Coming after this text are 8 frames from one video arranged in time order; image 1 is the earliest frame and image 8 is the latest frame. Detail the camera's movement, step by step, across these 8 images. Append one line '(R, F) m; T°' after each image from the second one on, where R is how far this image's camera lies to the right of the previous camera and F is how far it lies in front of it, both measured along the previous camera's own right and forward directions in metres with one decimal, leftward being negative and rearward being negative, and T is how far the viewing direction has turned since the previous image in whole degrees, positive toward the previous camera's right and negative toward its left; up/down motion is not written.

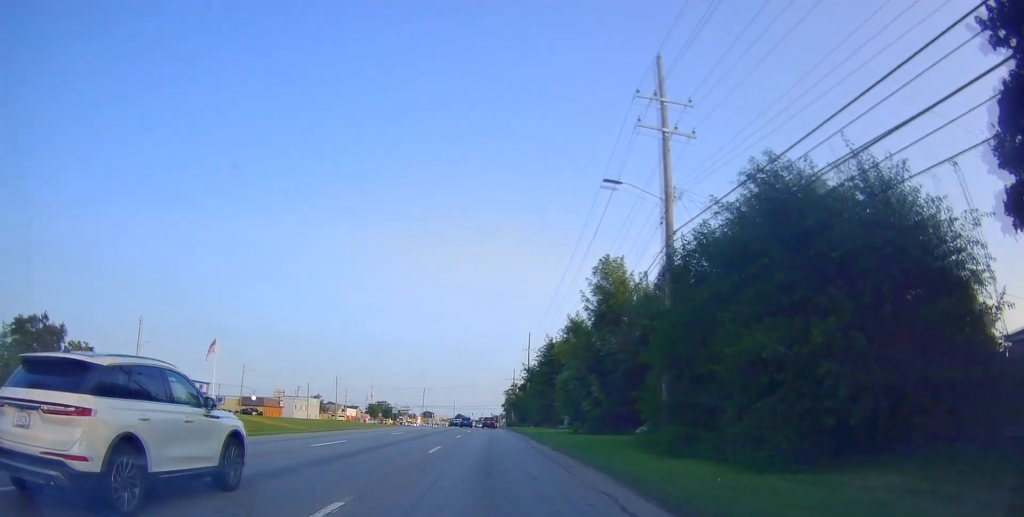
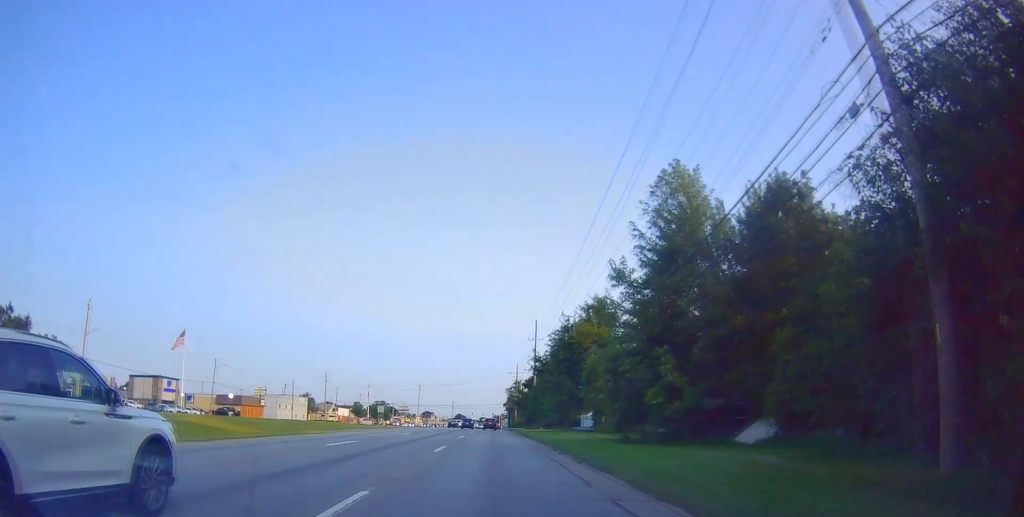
(+0.5, +14.0) m; +1°
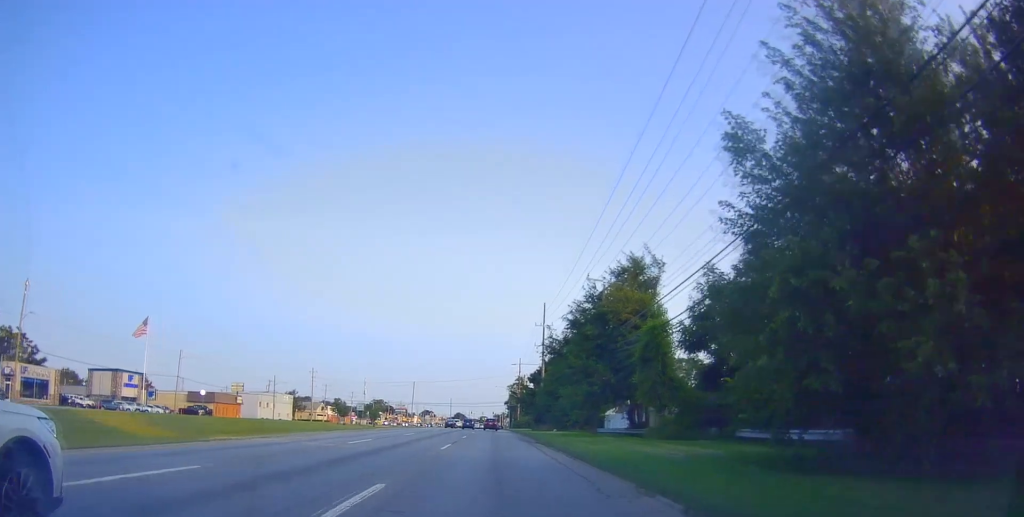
(-0.3, +14.0) m; -2°
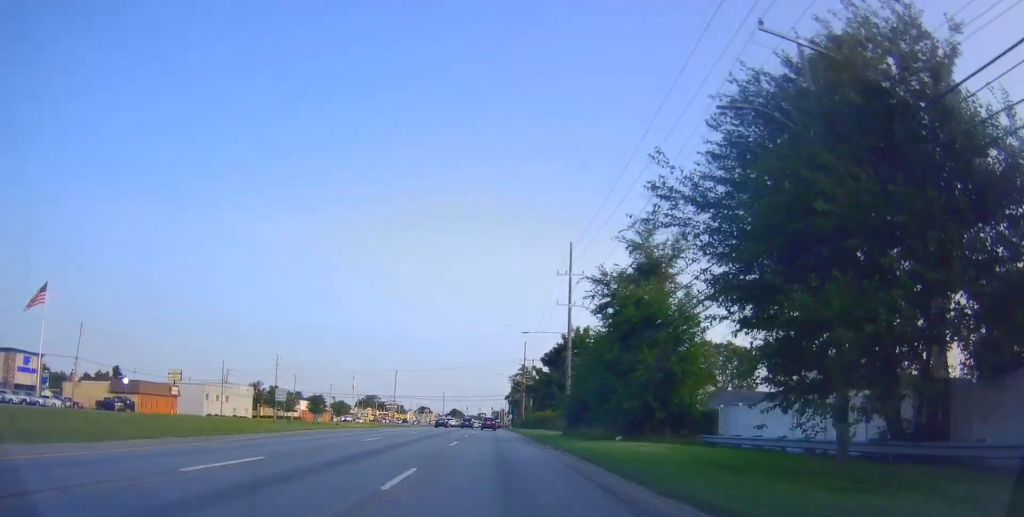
(-0.5, +27.9) m; -1°
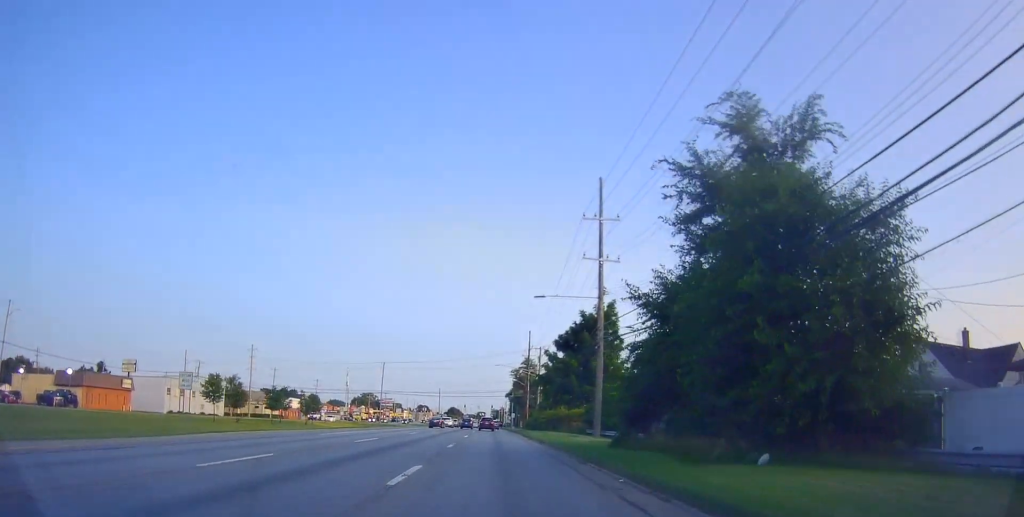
(+0.3, +15.2) m; 0°
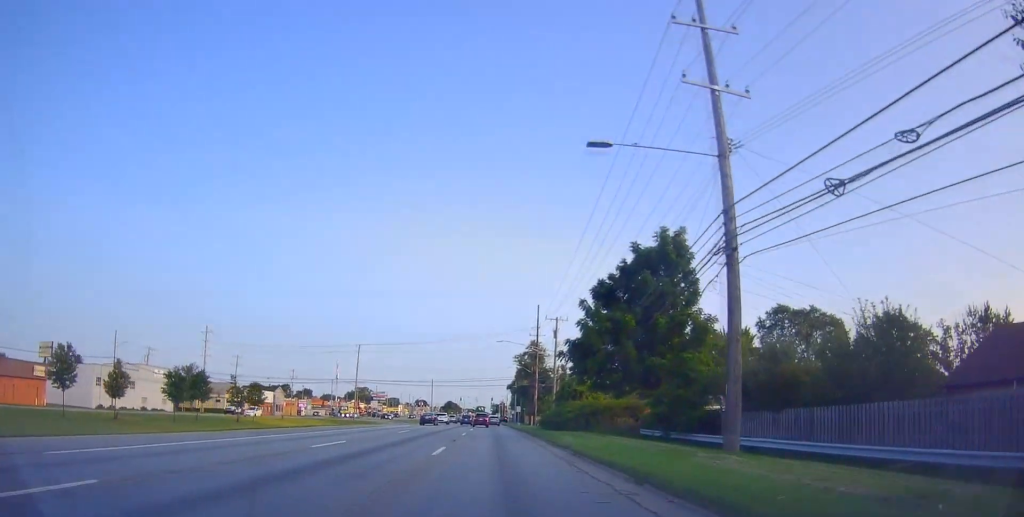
(-0.2, +21.6) m; +1°
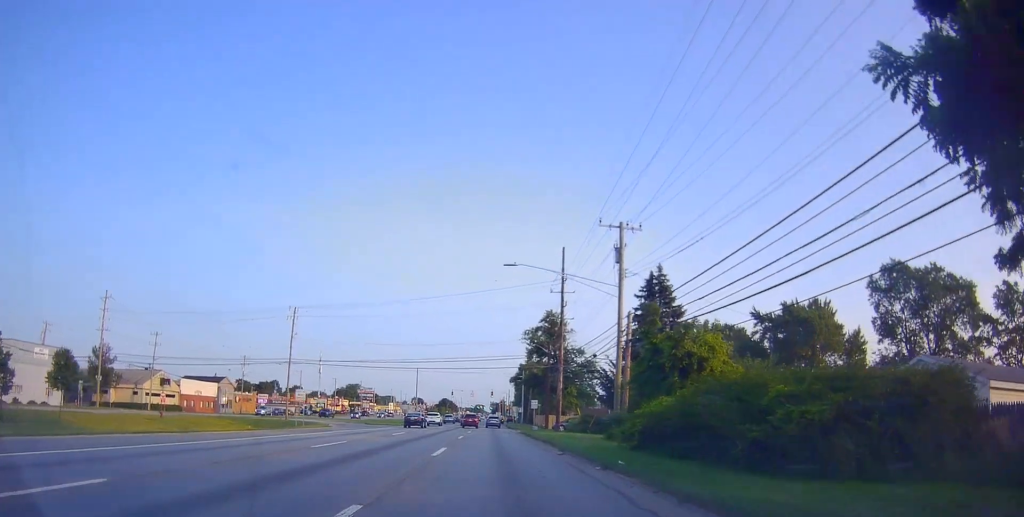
(0.0, +32.8) m; 0°
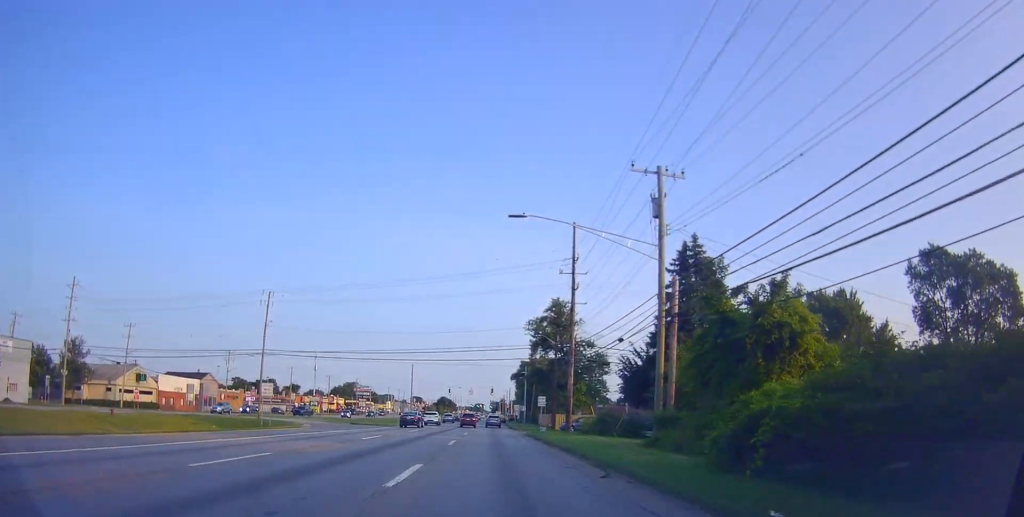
(+0.2, +8.0) m; +1°
